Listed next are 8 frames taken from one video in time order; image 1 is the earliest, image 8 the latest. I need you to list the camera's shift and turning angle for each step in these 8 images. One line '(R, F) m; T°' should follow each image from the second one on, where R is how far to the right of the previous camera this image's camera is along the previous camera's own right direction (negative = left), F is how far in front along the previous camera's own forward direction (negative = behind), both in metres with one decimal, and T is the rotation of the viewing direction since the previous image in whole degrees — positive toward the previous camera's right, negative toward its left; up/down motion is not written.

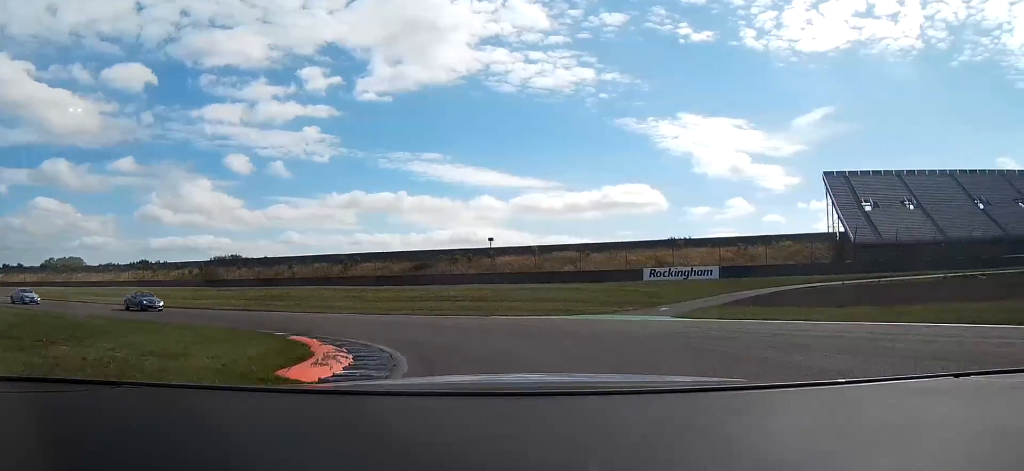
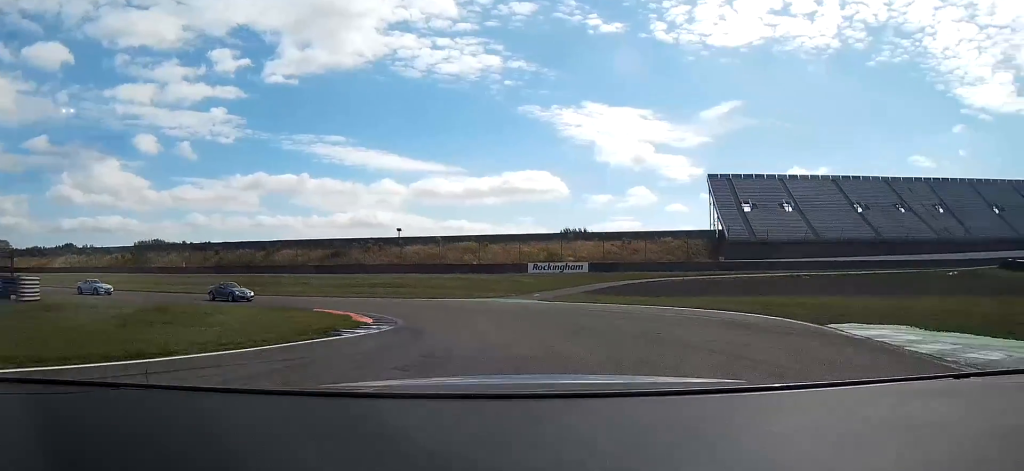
(+1.7, +13.8) m; +10°
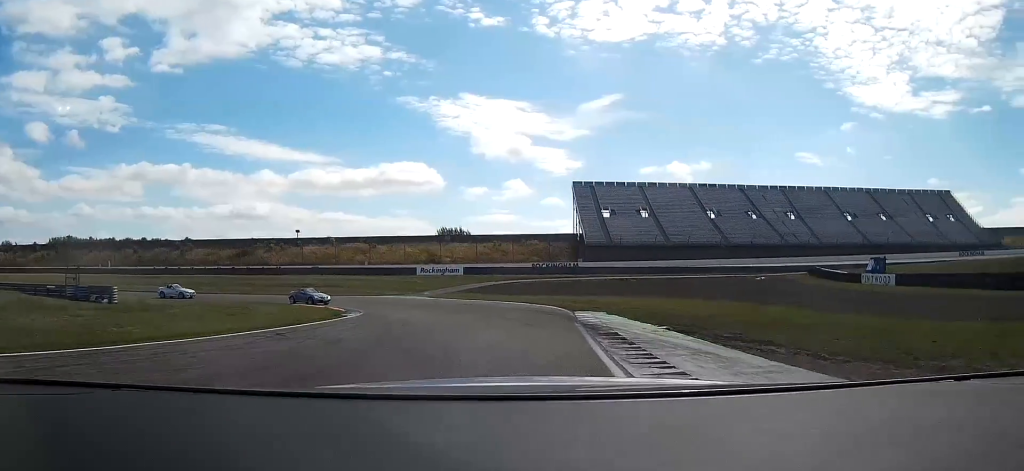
(+1.7, +18.6) m; +8°
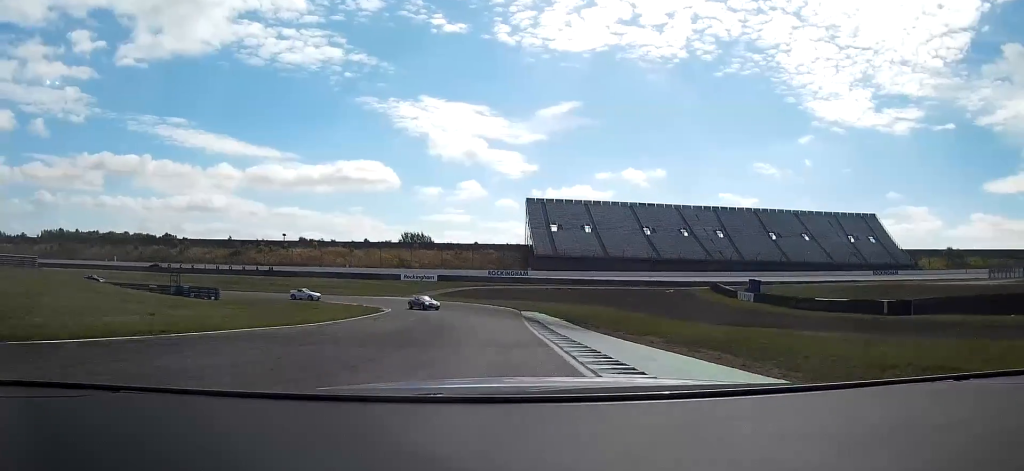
(+1.3, +23.5) m; +4°
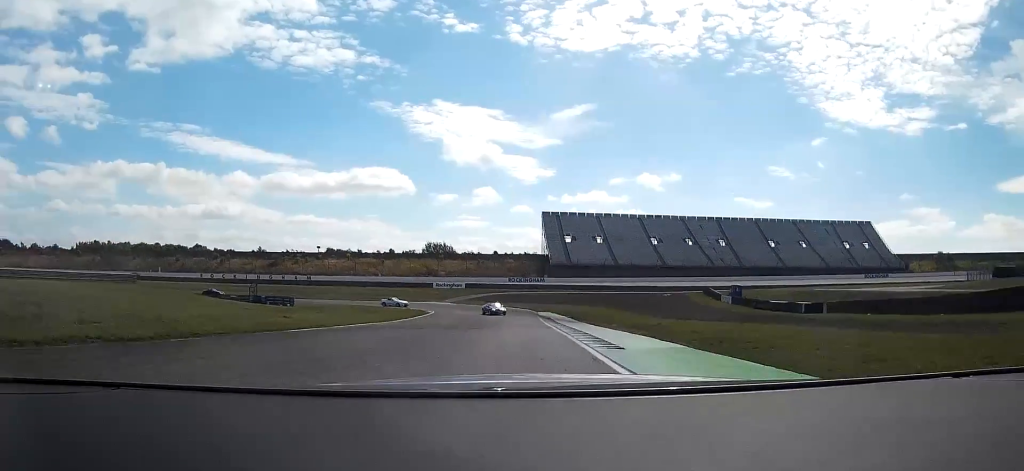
(+0.2, +15.3) m; 0°
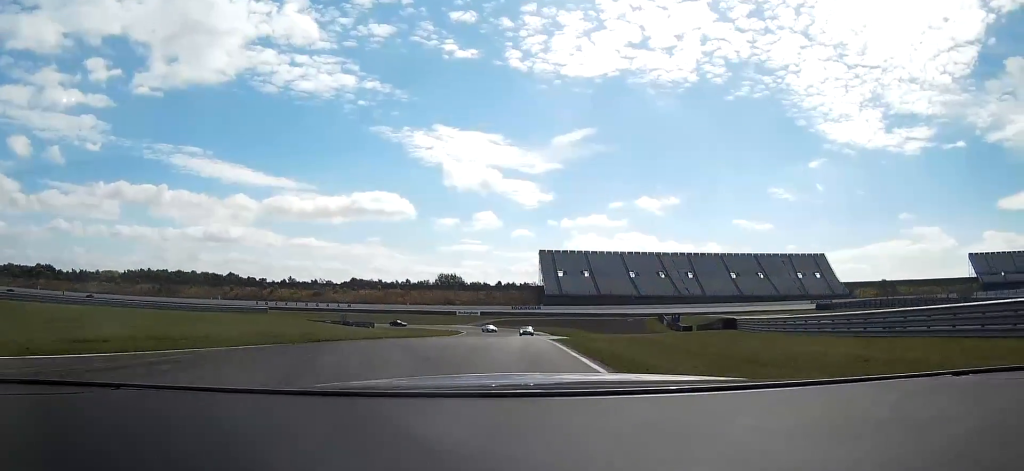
(-0.3, +40.1) m; 0°
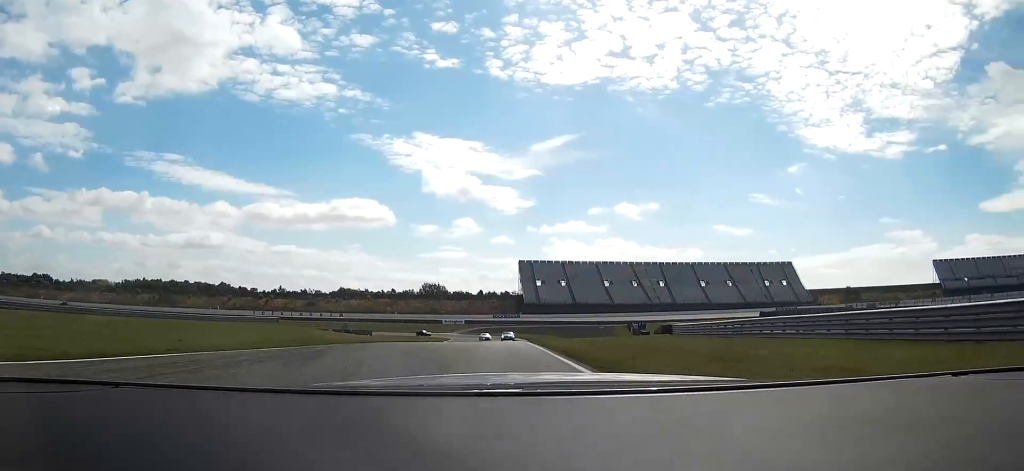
(-0.4, +15.7) m; +2°
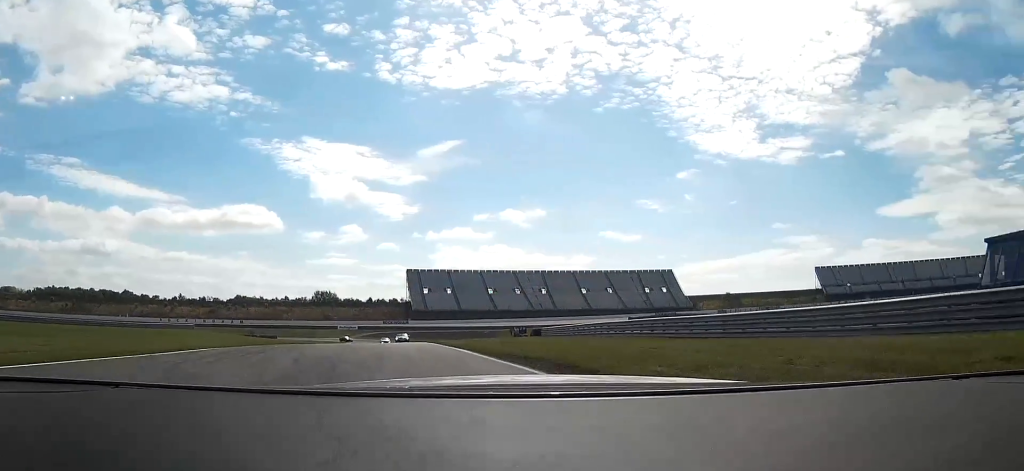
(+0.8, +12.6) m; +9°
